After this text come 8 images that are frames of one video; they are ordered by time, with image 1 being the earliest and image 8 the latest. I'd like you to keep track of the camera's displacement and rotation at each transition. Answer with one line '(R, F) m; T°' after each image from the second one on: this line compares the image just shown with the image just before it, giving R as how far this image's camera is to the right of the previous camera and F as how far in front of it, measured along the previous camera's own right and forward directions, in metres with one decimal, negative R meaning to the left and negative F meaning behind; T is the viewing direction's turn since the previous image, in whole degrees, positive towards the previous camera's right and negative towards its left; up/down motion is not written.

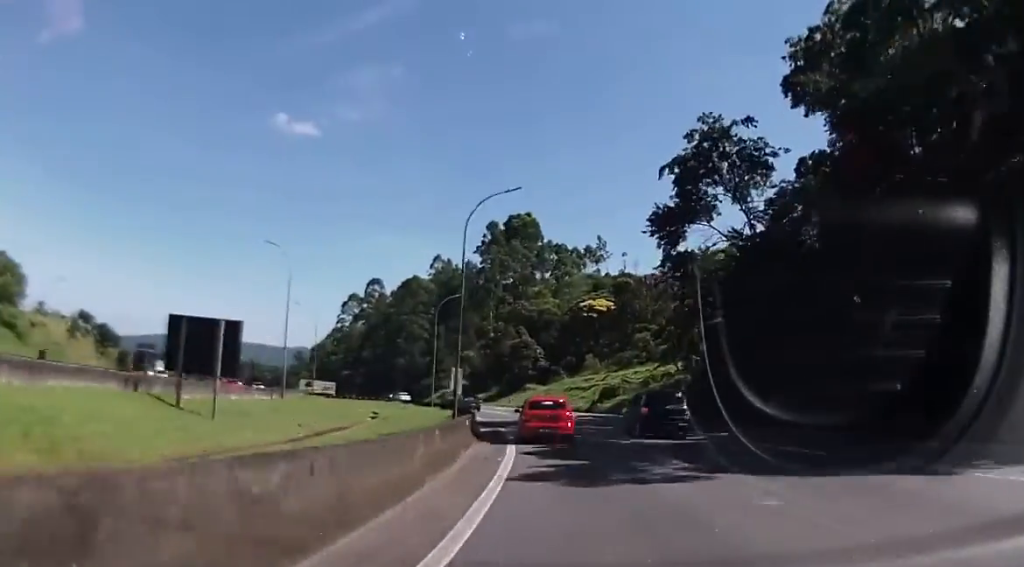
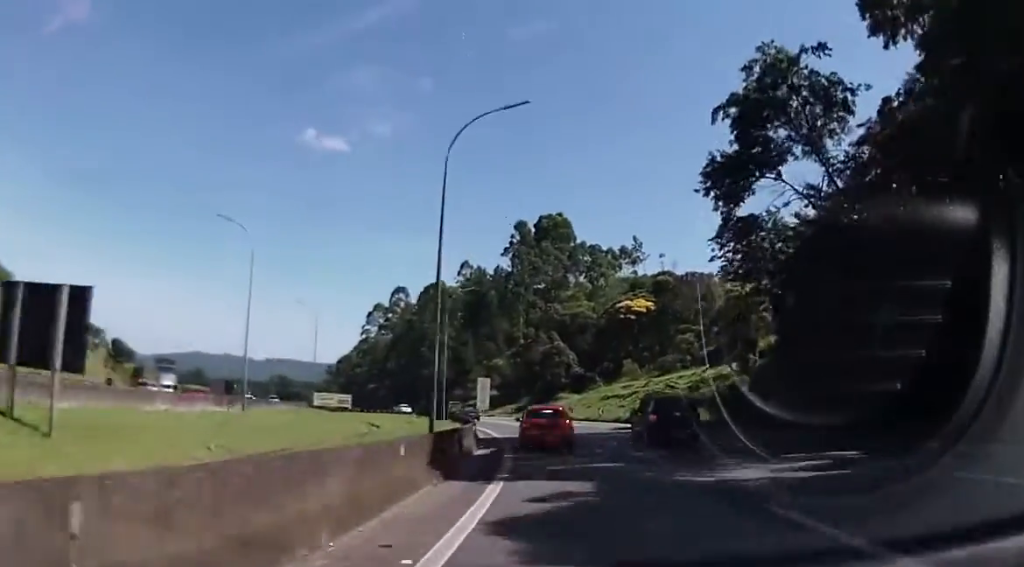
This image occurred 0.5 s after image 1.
(0.0, +11.7) m; 0°
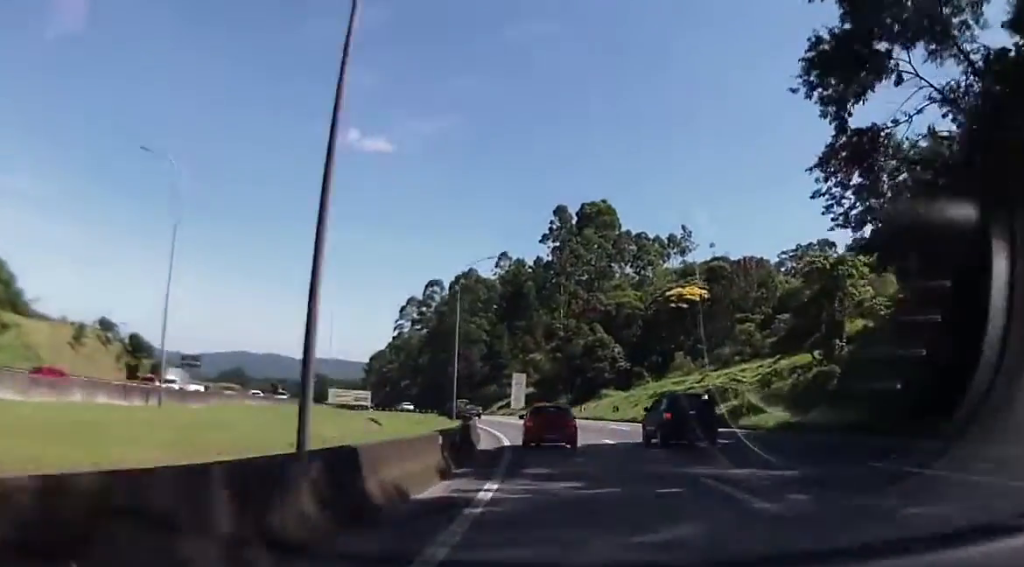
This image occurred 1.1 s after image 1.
(0.0, +14.6) m; 0°
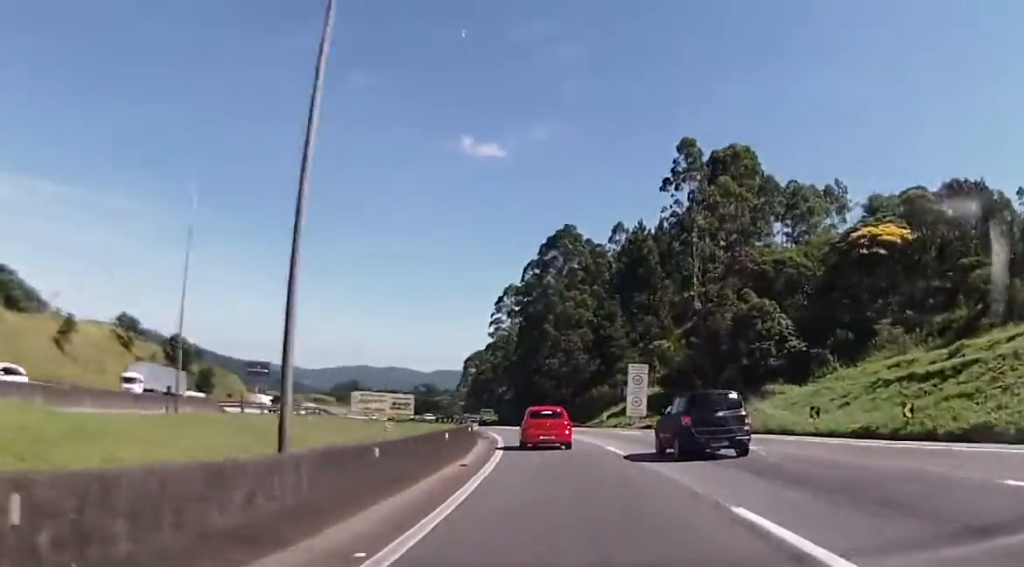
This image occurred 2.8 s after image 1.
(-0.3, +46.3) m; -1°
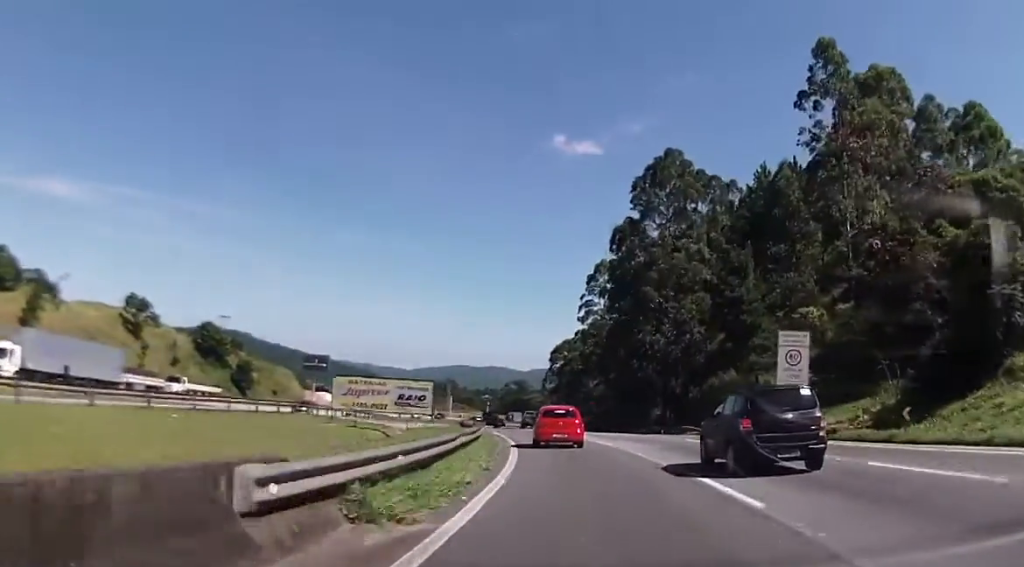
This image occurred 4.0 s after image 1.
(-0.7, +35.4) m; -3°
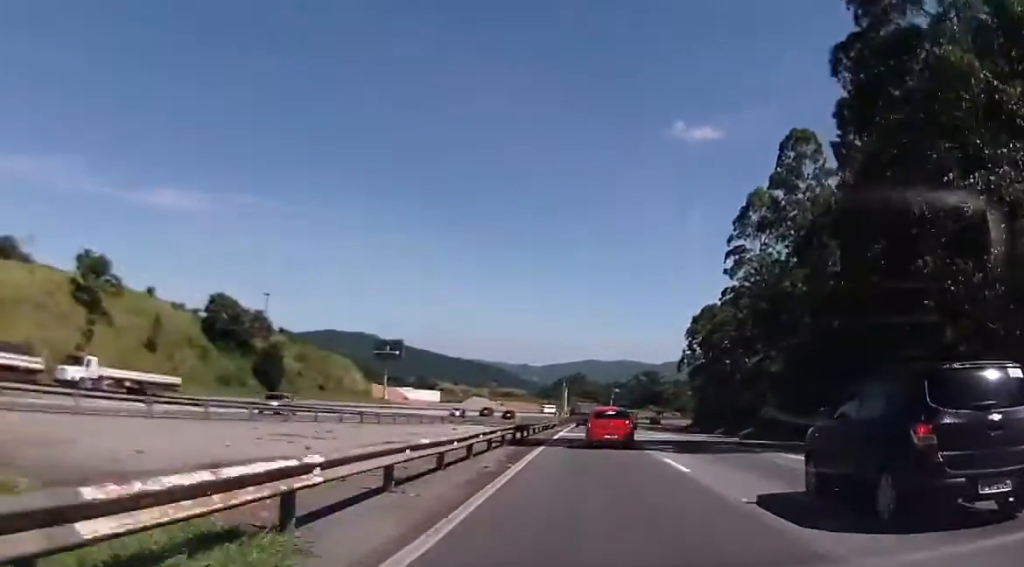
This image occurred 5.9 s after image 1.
(-2.7, +49.8) m; -7°
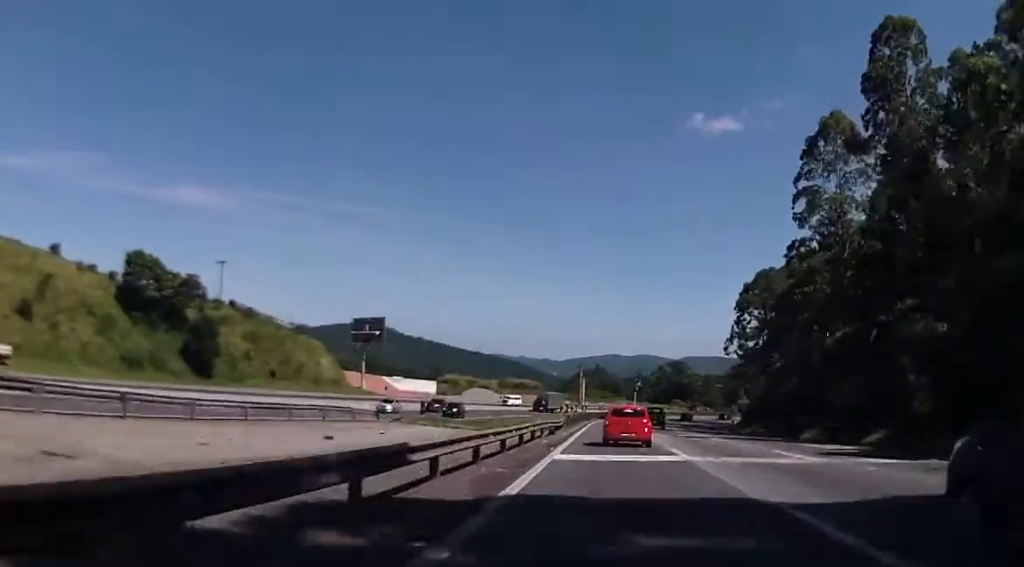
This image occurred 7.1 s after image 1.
(-1.3, +29.6) m; -3°
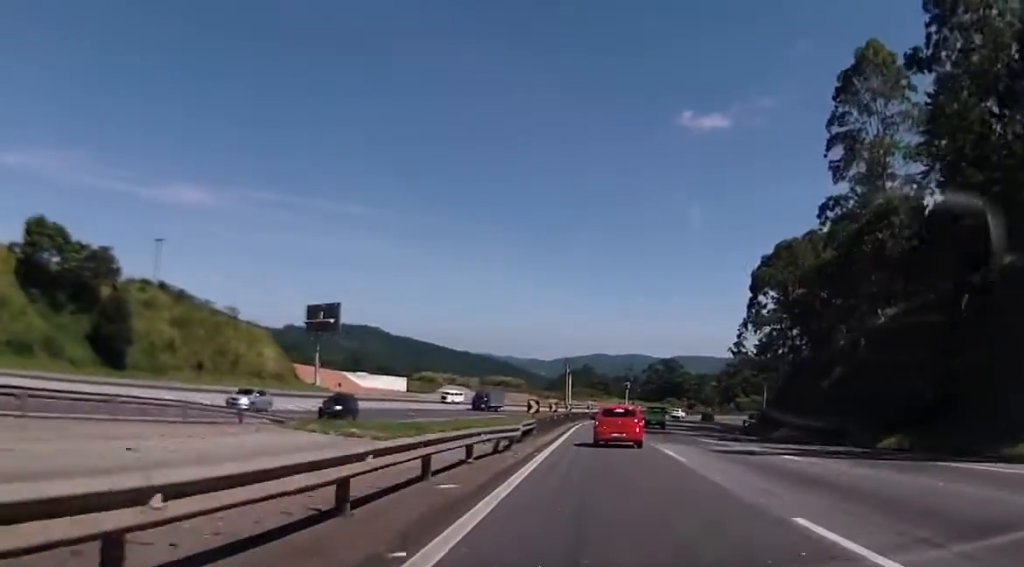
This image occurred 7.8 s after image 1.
(-0.1, +17.6) m; -1°
